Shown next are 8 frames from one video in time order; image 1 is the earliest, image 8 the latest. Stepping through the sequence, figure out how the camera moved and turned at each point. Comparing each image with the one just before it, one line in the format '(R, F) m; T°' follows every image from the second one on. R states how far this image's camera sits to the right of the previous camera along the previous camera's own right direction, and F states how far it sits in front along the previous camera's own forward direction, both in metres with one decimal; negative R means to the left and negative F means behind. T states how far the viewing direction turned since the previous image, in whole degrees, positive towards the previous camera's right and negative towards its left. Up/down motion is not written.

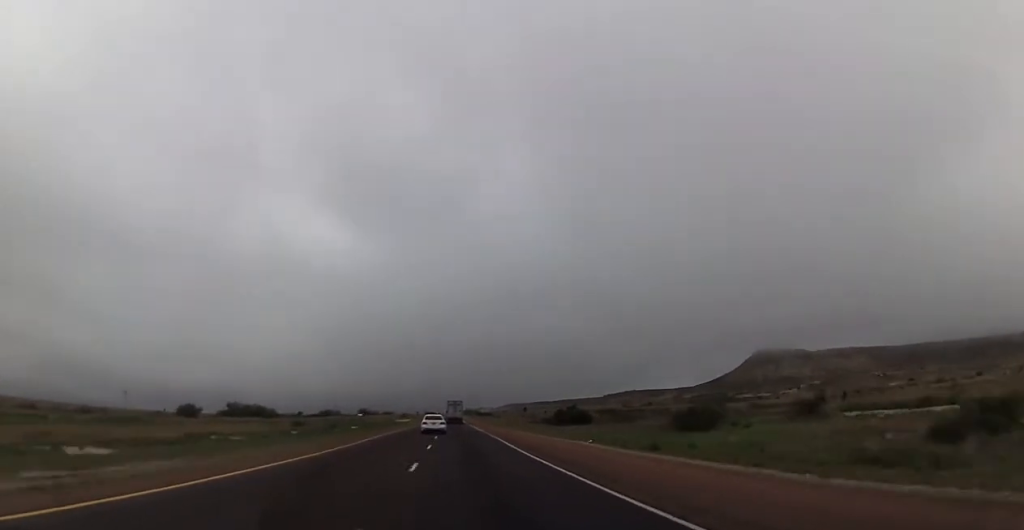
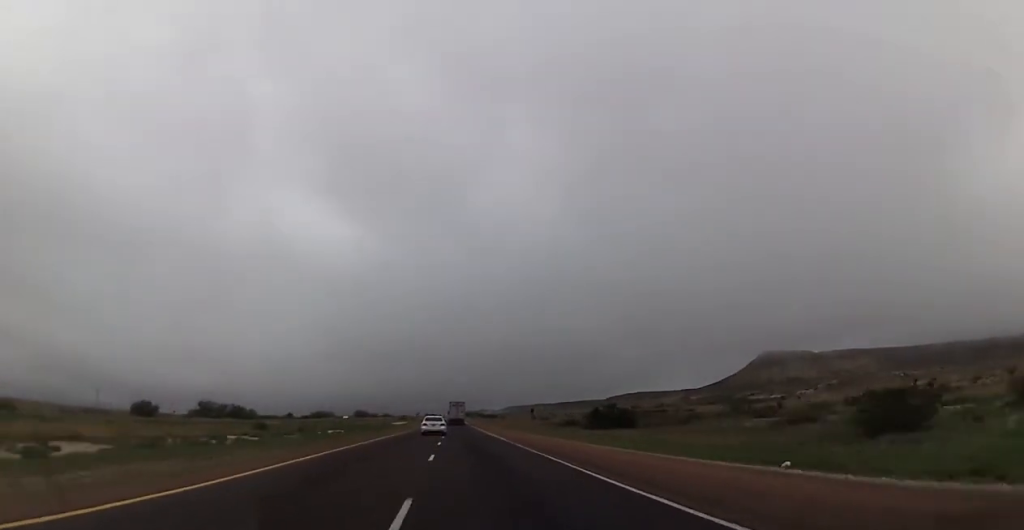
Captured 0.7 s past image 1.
(-0.2, +21.4) m; 0°
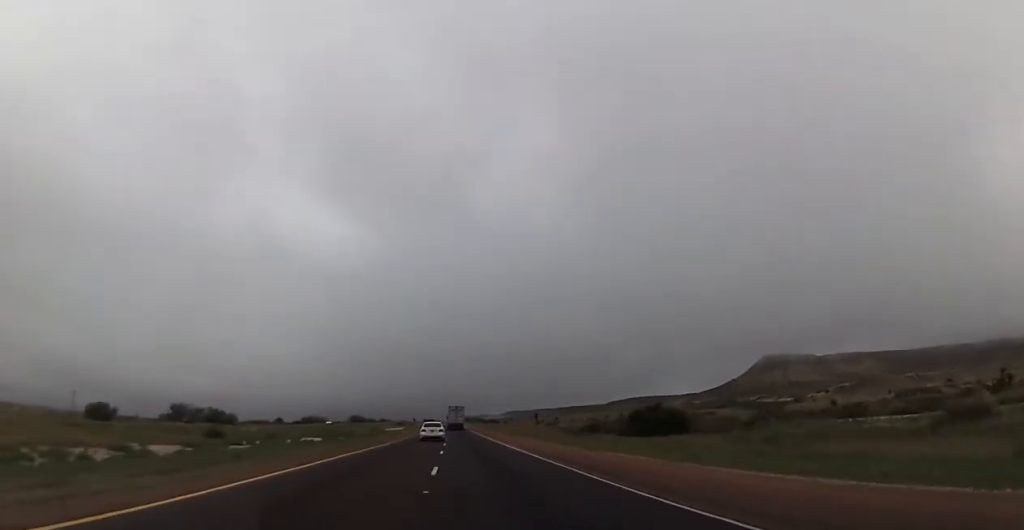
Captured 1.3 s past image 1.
(+0.2, +15.3) m; 0°
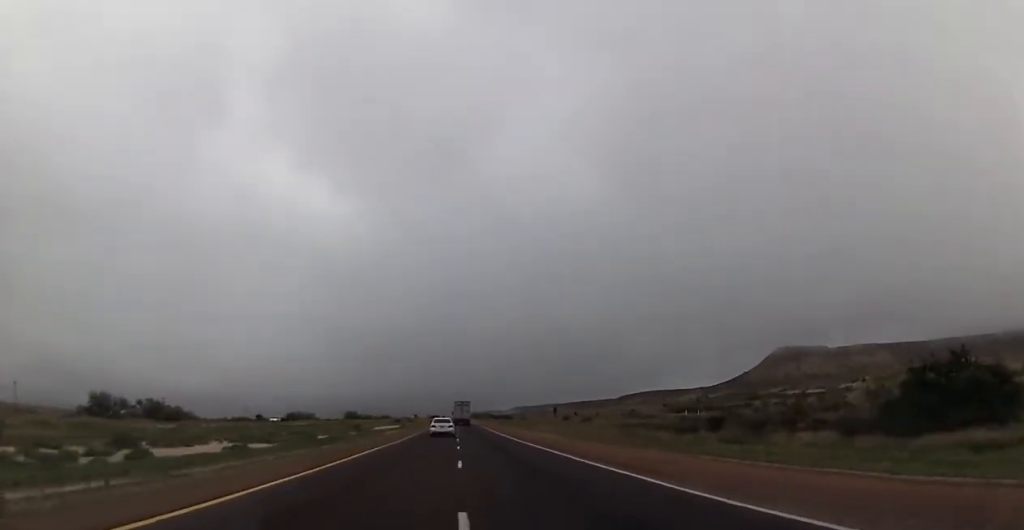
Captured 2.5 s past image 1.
(0.0, +34.7) m; -1°
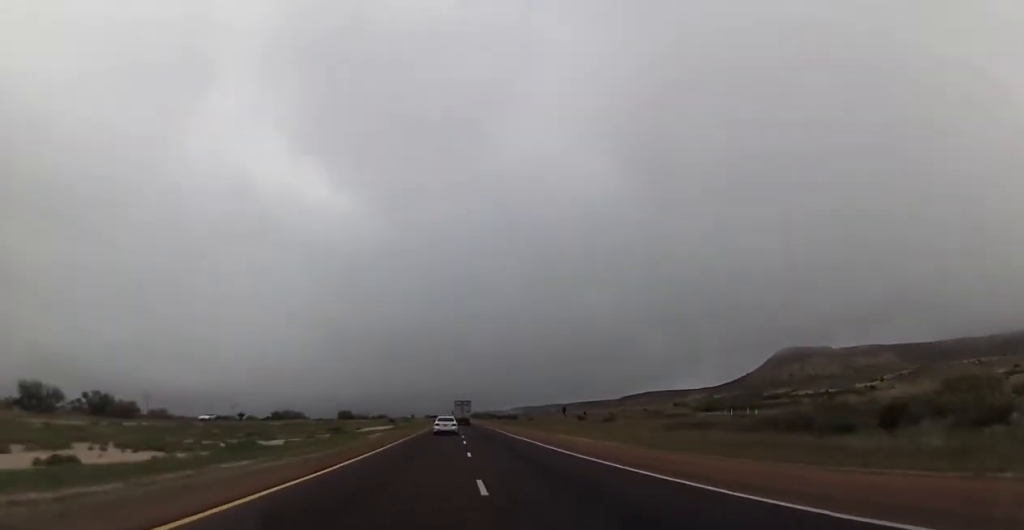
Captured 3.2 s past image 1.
(-0.3, +19.3) m; 0°
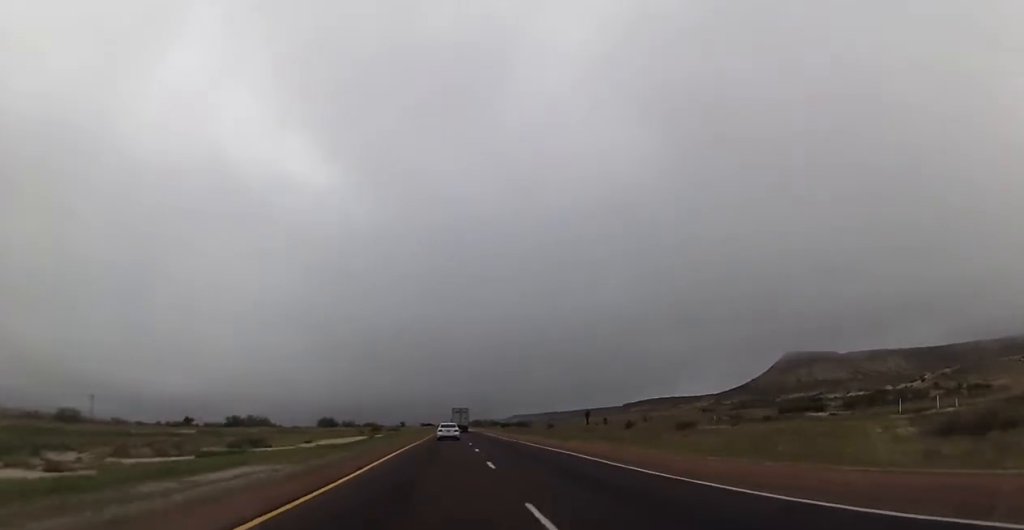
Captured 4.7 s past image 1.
(+0.3, +40.4) m; +1°
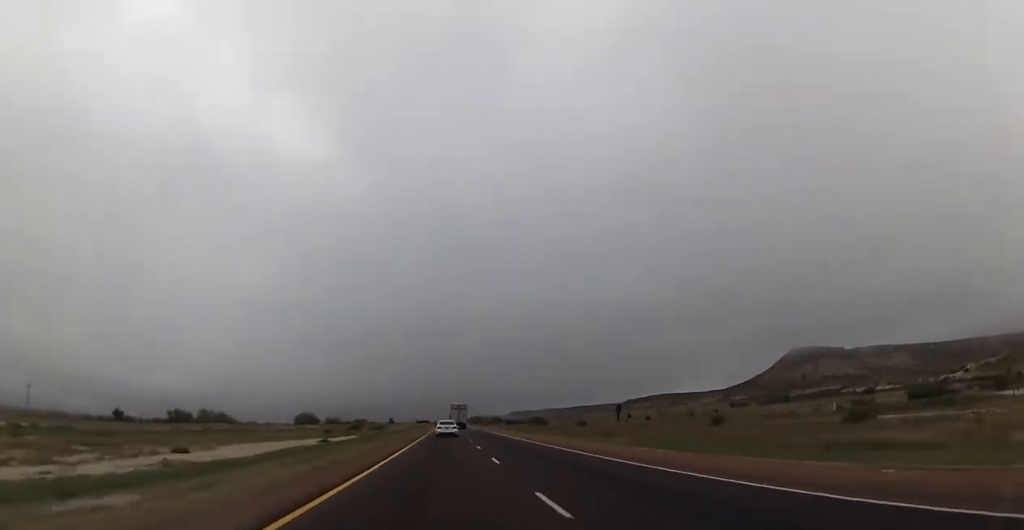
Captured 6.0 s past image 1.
(-0.1, +35.3) m; 0°
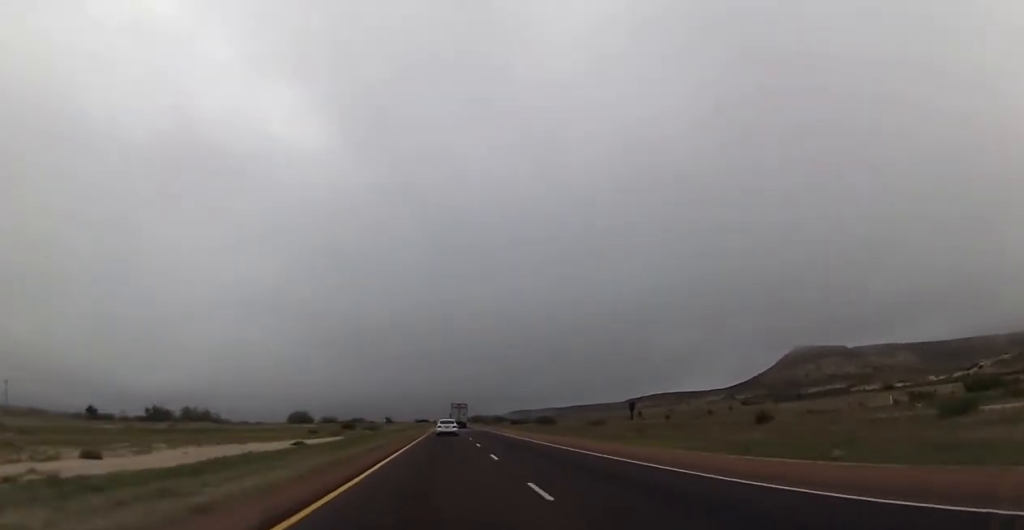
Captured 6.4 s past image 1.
(0.0, +10.5) m; 0°
